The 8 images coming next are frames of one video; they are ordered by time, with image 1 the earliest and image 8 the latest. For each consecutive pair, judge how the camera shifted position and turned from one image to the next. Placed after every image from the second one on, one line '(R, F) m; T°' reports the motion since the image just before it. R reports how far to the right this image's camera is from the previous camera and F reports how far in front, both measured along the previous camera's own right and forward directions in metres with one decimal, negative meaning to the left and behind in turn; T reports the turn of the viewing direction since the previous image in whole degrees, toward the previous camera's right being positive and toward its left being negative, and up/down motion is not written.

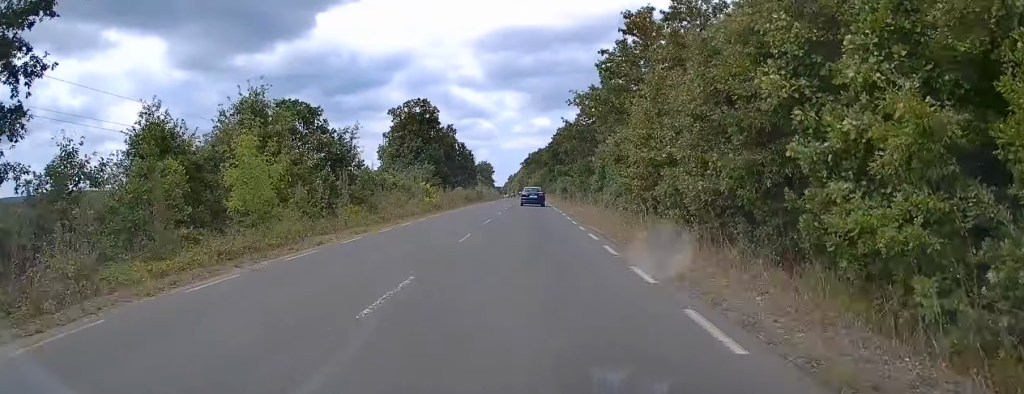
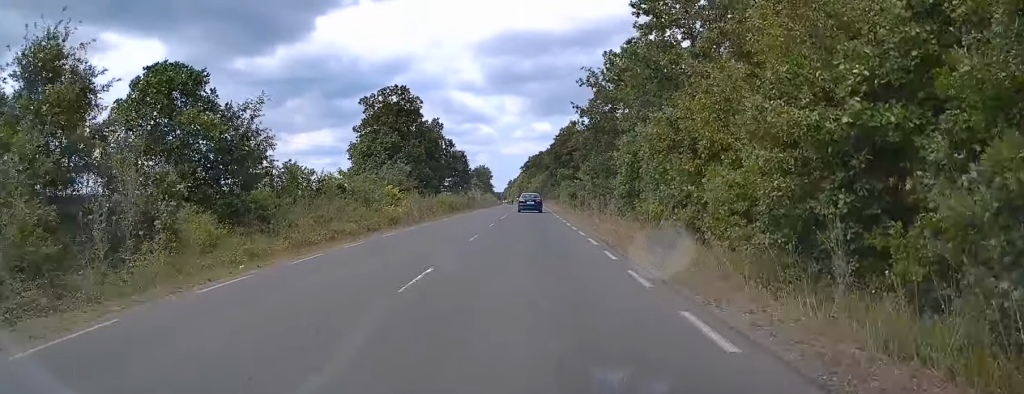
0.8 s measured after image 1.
(0.0, +15.7) m; 0°
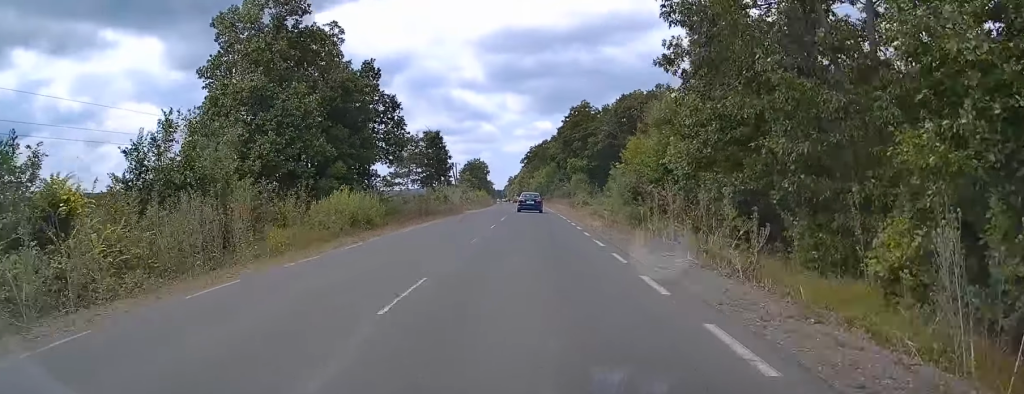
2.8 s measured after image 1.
(0.0, +36.9) m; +1°
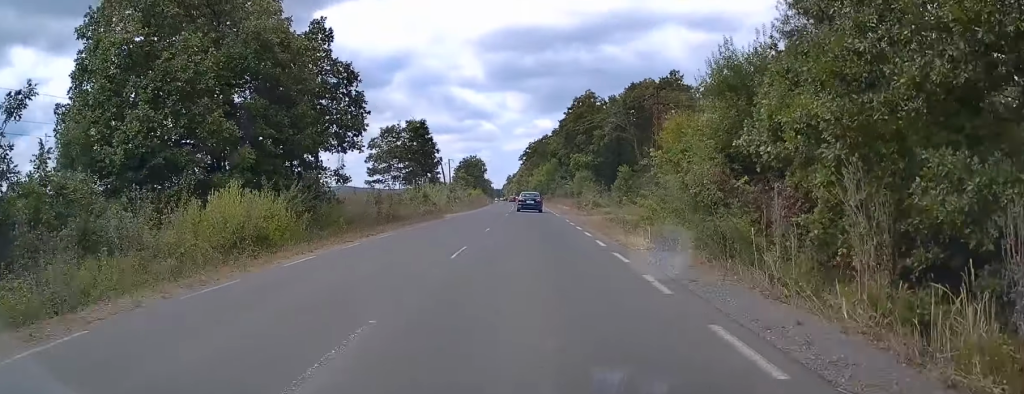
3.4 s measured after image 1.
(+0.2, +12.2) m; 0°
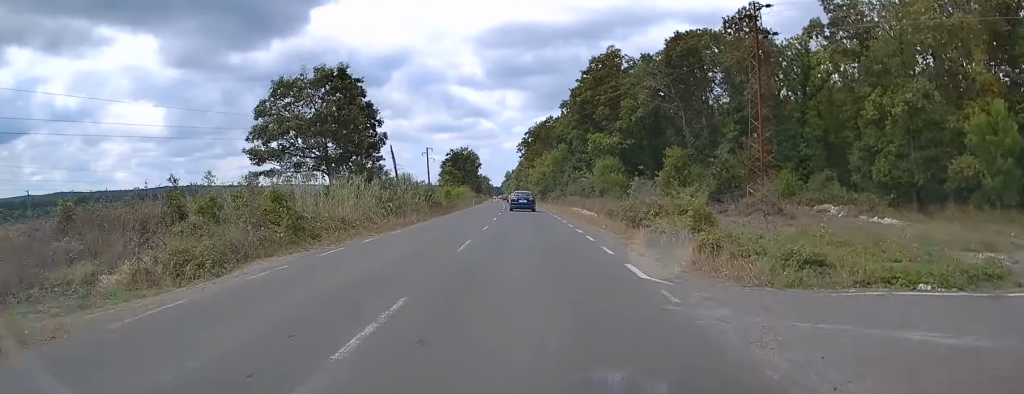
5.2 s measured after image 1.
(-0.5, +34.0) m; -1°
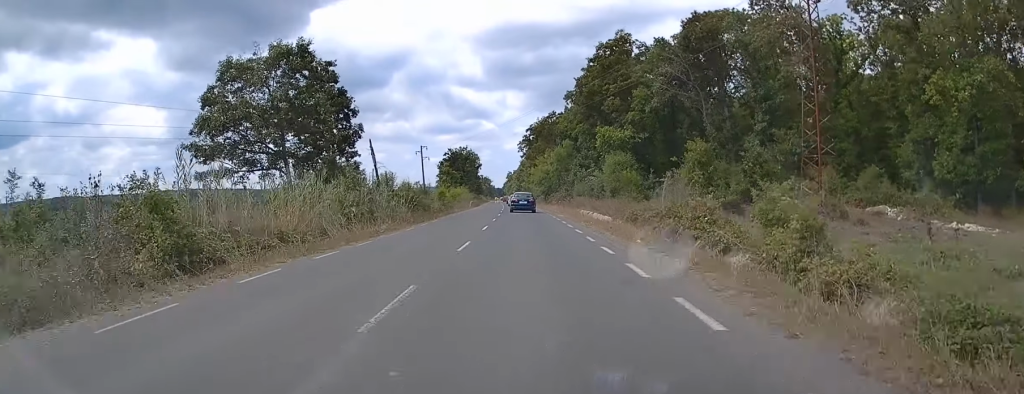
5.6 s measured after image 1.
(0.0, +8.3) m; 0°
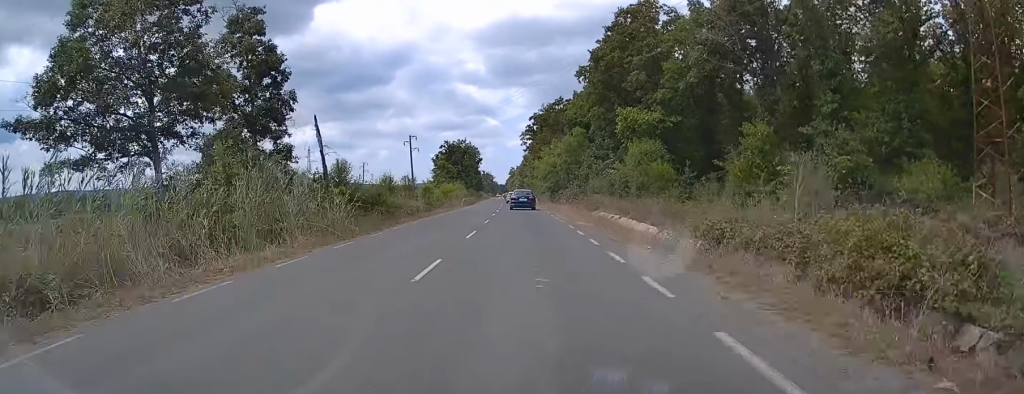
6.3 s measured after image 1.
(0.0, +14.1) m; 0°
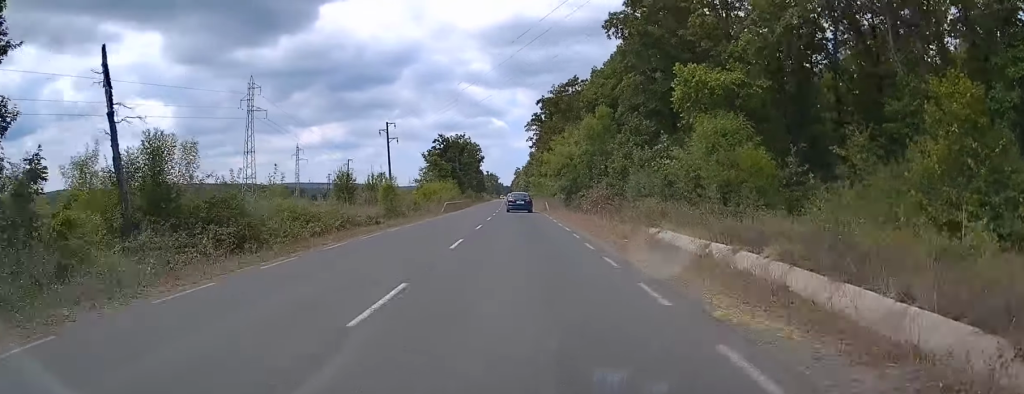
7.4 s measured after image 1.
(0.0, +20.5) m; 0°
